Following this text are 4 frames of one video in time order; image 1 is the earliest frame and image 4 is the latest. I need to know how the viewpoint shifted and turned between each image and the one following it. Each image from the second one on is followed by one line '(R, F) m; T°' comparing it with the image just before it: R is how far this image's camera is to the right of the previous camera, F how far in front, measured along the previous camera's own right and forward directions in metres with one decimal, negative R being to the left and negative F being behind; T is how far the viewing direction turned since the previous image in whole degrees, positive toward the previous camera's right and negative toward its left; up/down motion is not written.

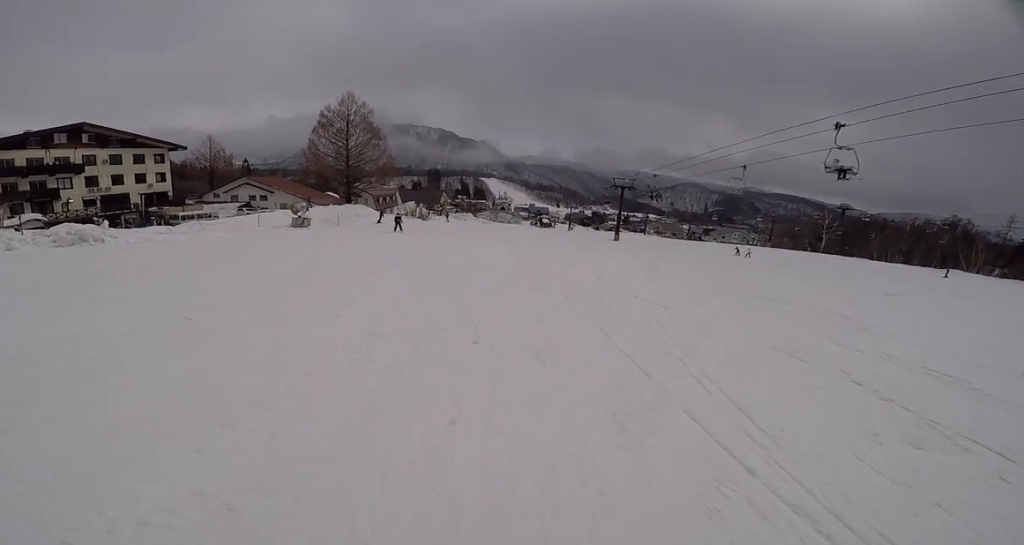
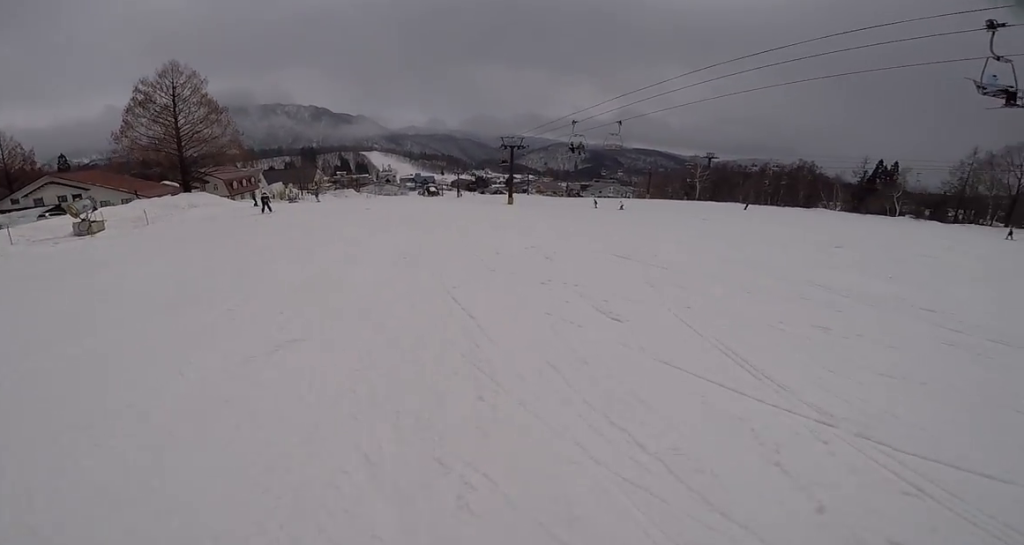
(+1.0, +8.8) m; +14°
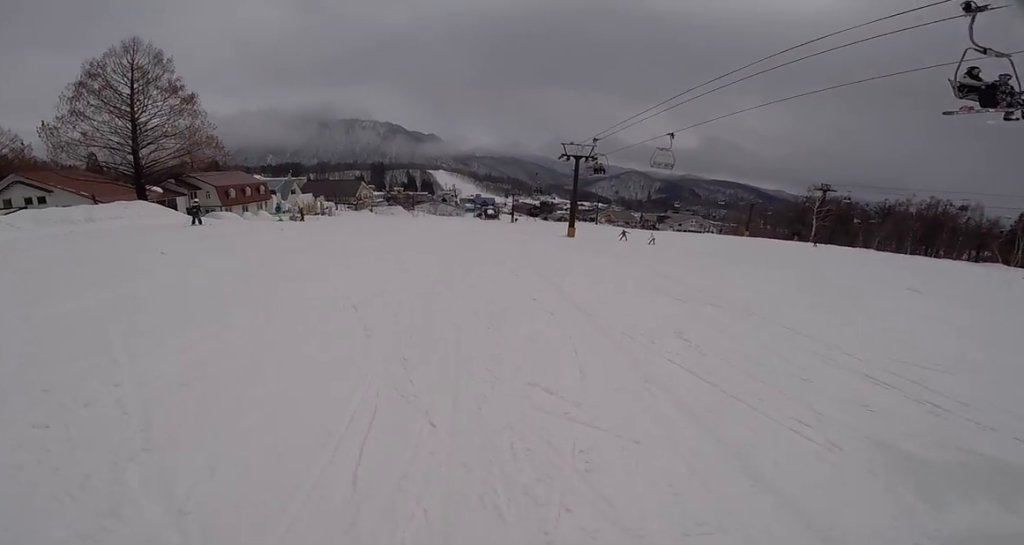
(+1.2, +17.4) m; -19°
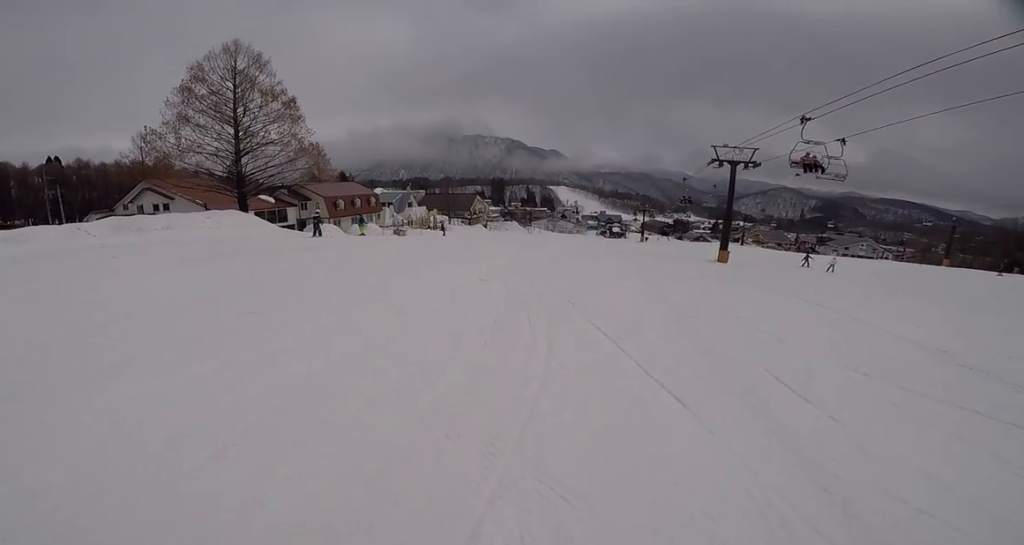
(-1.0, +5.8) m; -12°
